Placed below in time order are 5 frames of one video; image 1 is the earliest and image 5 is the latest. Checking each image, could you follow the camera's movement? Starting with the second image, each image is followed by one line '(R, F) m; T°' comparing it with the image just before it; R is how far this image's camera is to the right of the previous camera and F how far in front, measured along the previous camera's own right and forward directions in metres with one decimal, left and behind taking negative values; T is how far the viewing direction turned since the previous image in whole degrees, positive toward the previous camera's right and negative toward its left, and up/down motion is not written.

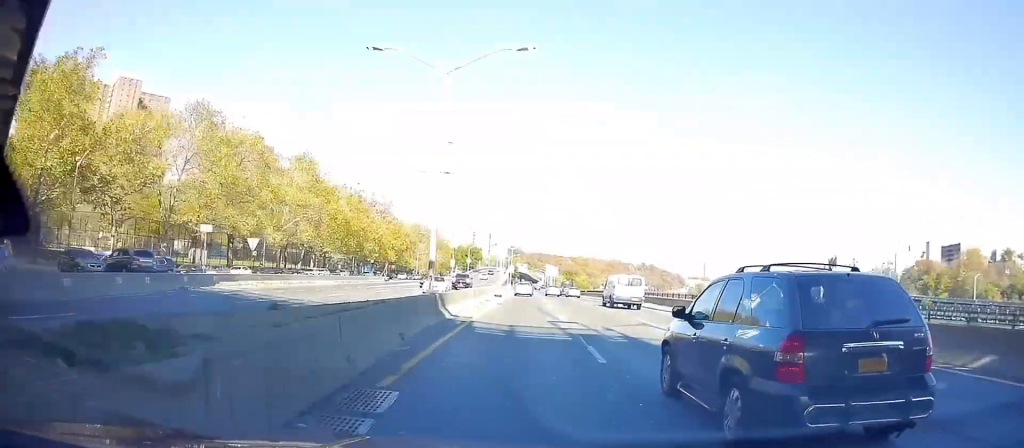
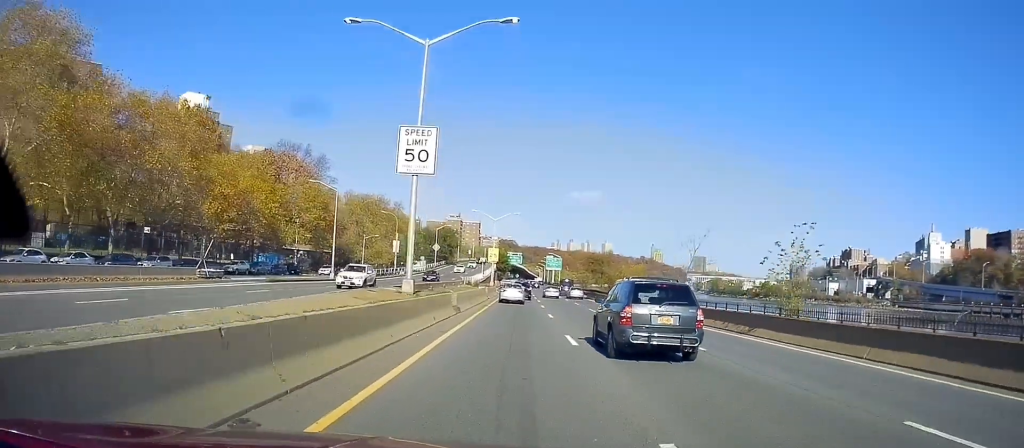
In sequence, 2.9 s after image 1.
(-0.9, +59.9) m; -1°
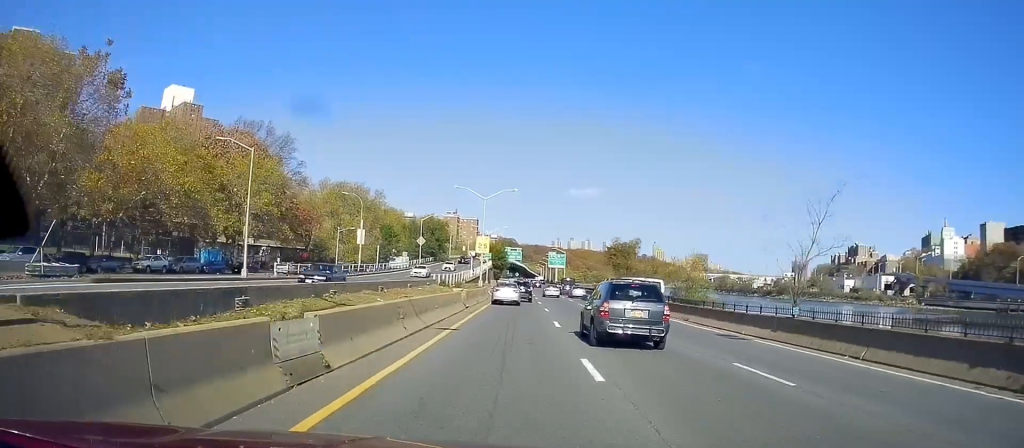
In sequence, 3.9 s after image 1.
(-0.1, +19.1) m; -1°
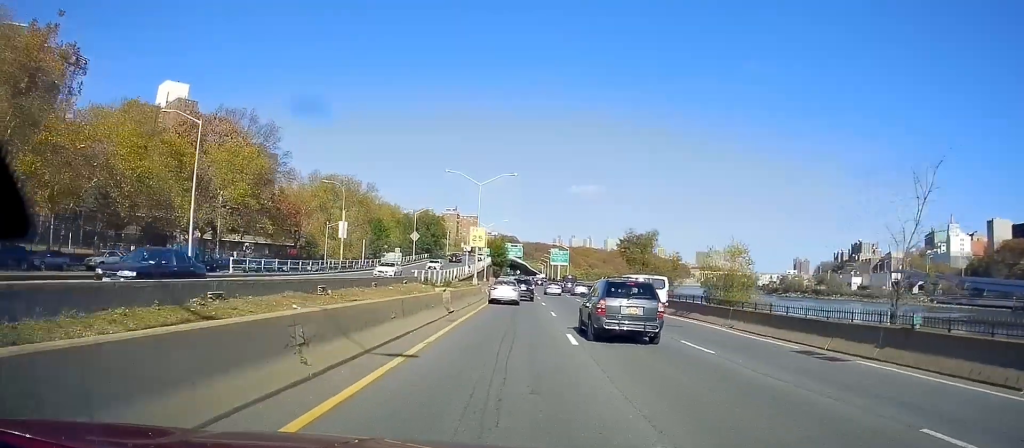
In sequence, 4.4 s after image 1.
(0.0, +7.2) m; 0°
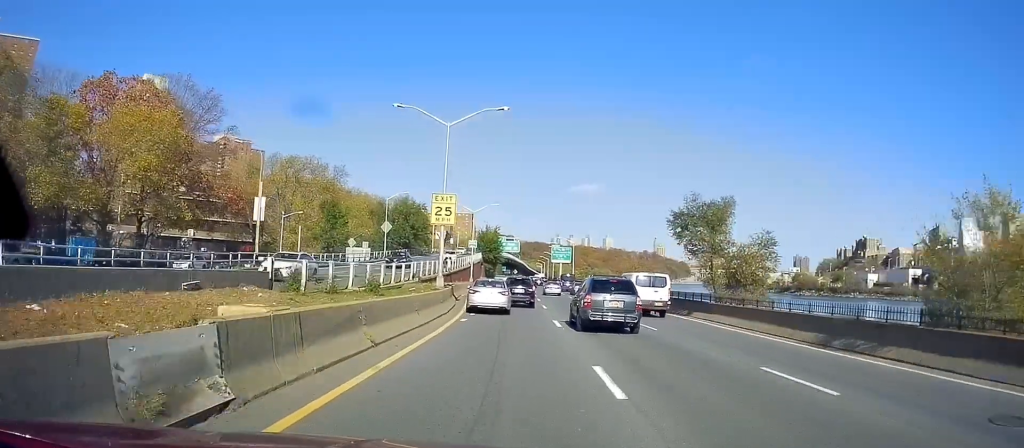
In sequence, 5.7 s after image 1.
(-0.1, +20.5) m; +1°
